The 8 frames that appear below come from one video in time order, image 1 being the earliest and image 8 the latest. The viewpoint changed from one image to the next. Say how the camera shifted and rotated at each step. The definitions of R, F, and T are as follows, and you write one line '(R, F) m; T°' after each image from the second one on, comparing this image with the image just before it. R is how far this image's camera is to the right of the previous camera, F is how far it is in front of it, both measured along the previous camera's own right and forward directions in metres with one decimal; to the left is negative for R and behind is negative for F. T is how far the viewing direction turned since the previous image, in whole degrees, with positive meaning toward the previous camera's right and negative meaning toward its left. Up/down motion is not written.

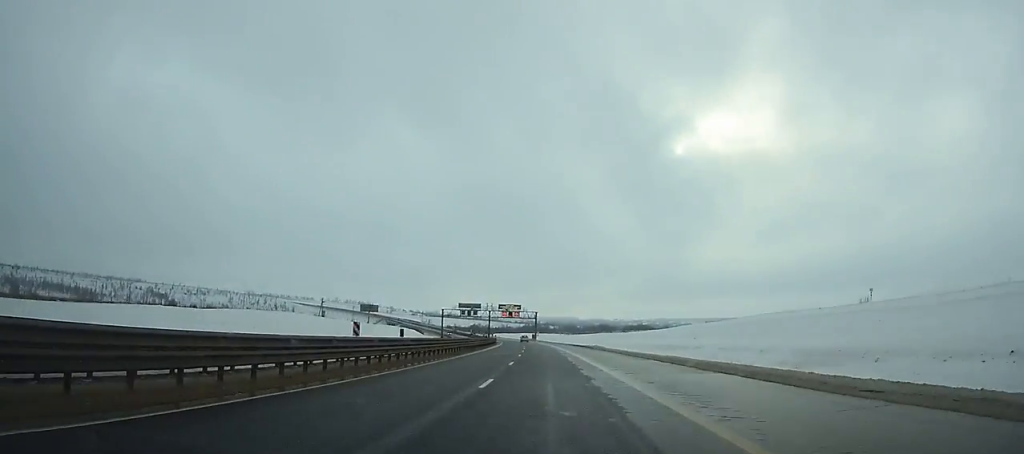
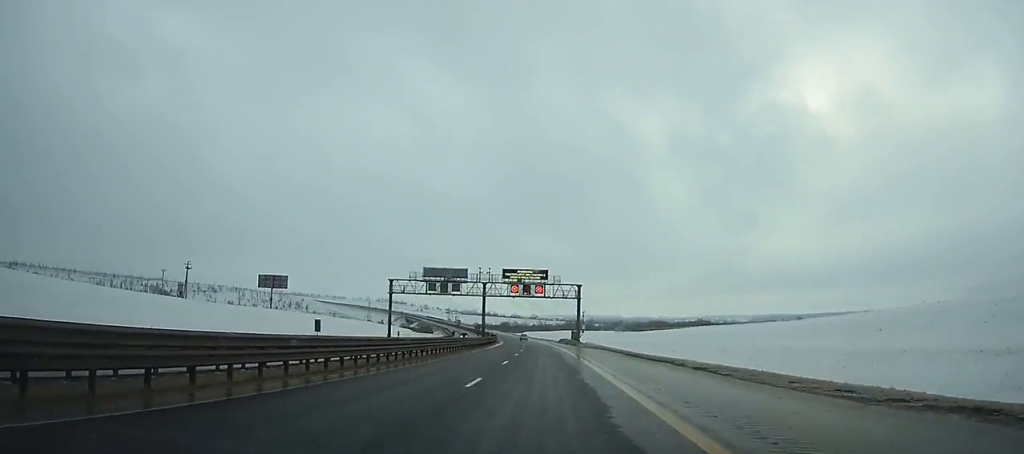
(-3.2, +95.6) m; -4°
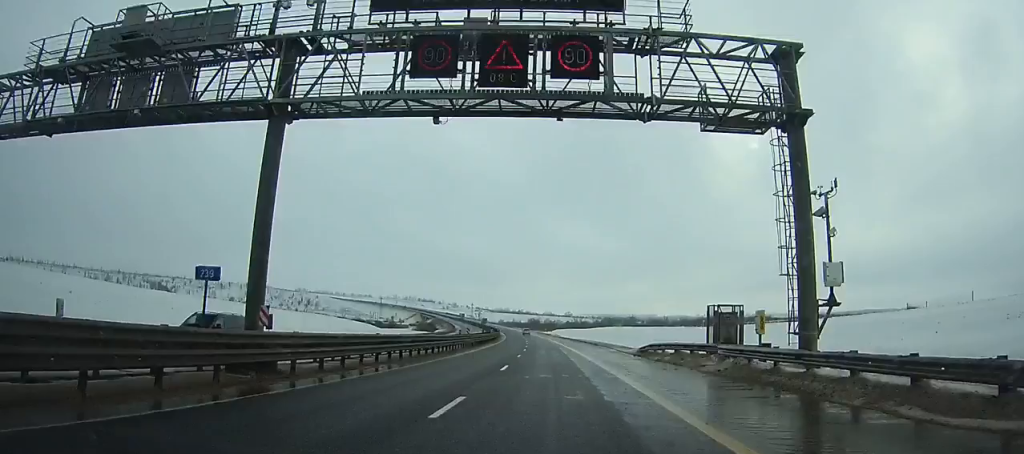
(-1.9, +76.6) m; -3°
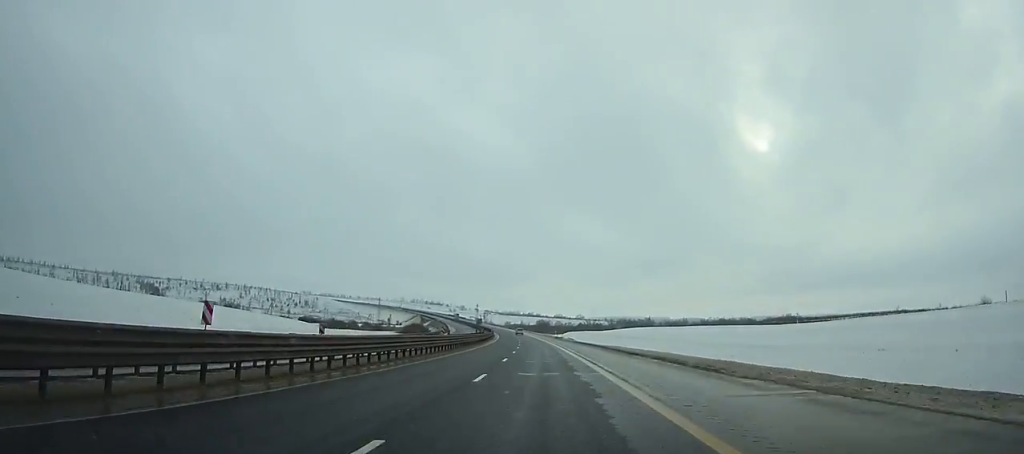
(-1.1, +41.8) m; -2°
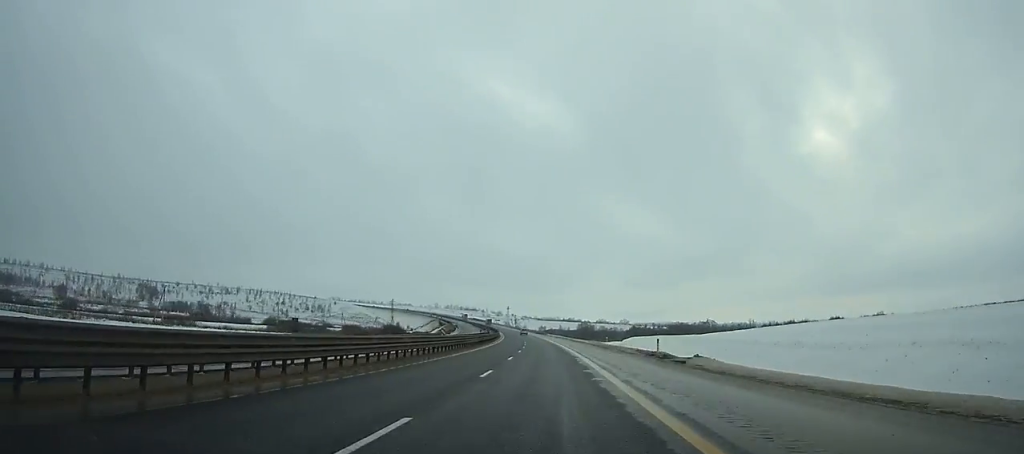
(-2.3, +80.9) m; -4°
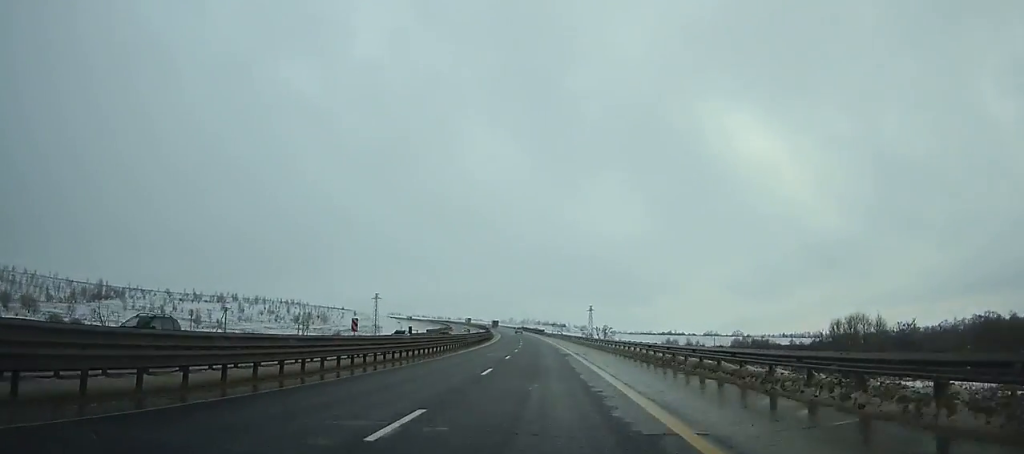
(-15.9, +210.2) m; -9°
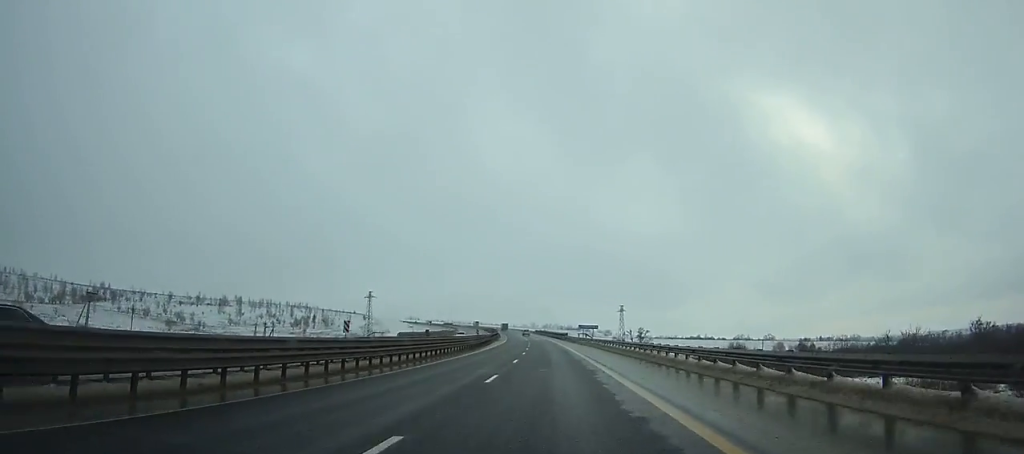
(-0.3, +38.9) m; -2°
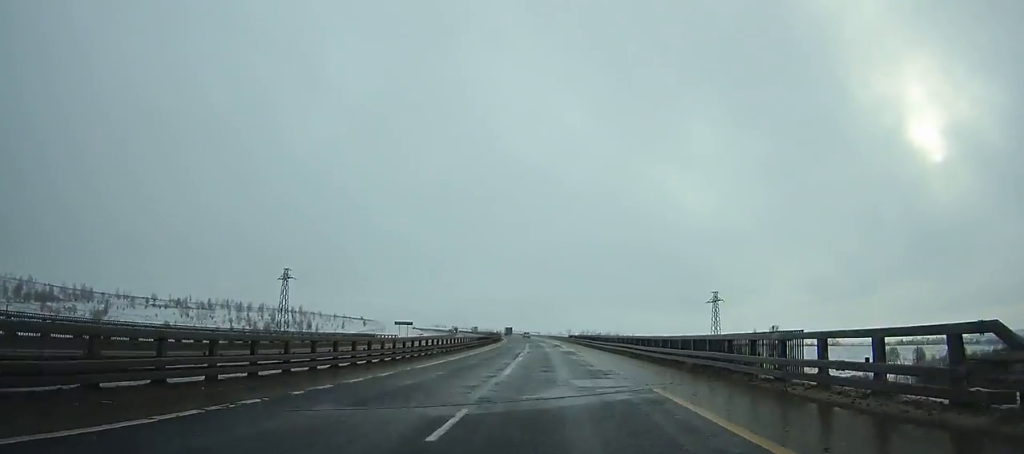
(-3.4, +91.6) m; -4°
